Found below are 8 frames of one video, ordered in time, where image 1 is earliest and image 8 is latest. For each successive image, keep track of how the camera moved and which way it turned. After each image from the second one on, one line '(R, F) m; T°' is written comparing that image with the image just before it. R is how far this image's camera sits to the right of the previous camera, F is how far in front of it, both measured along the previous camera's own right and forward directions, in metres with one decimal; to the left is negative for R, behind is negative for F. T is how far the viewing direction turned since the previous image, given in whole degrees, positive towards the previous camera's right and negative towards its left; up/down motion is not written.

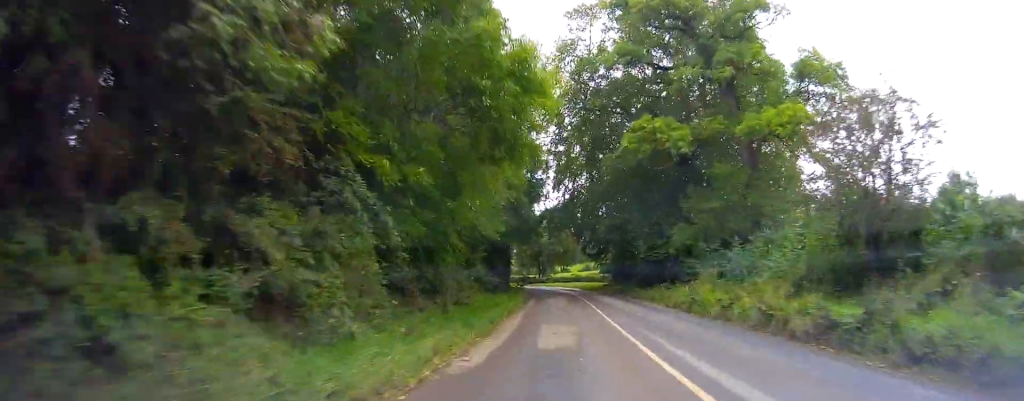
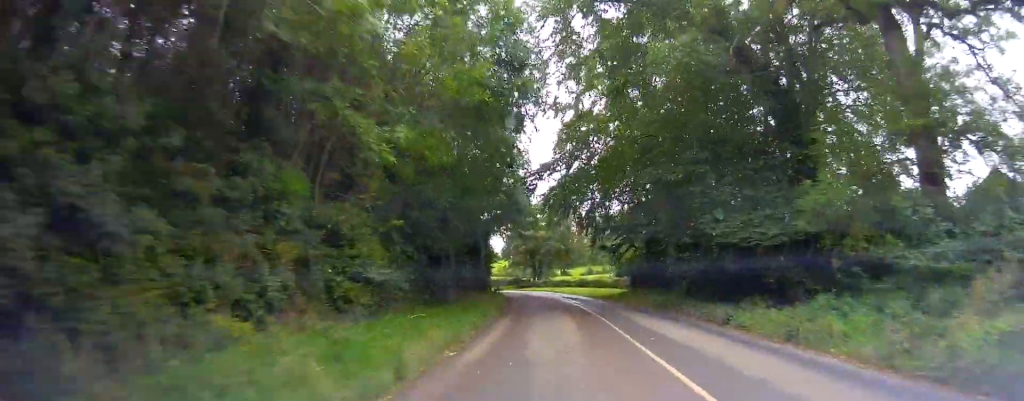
(-0.4, +16.0) m; -2°
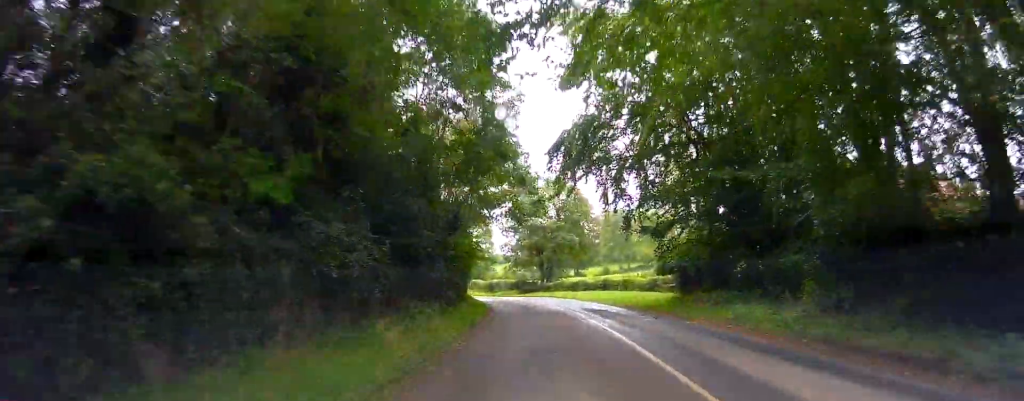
(-0.1, +13.8) m; -2°
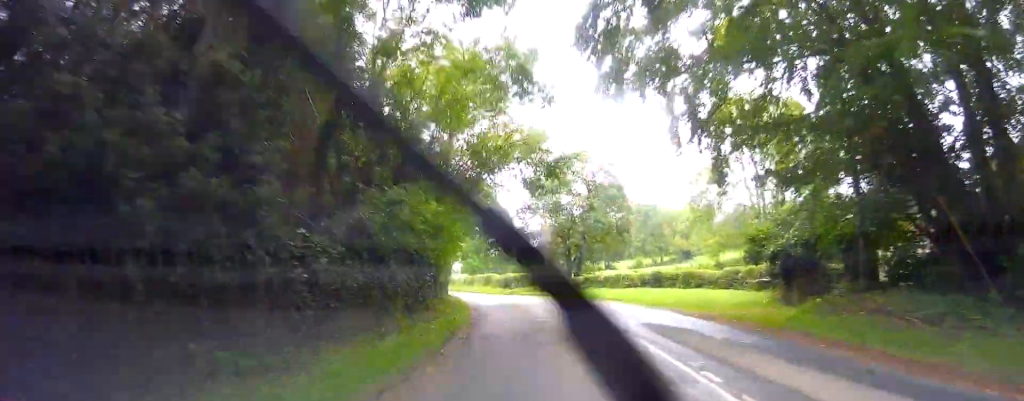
(-0.3, +11.1) m; -2°
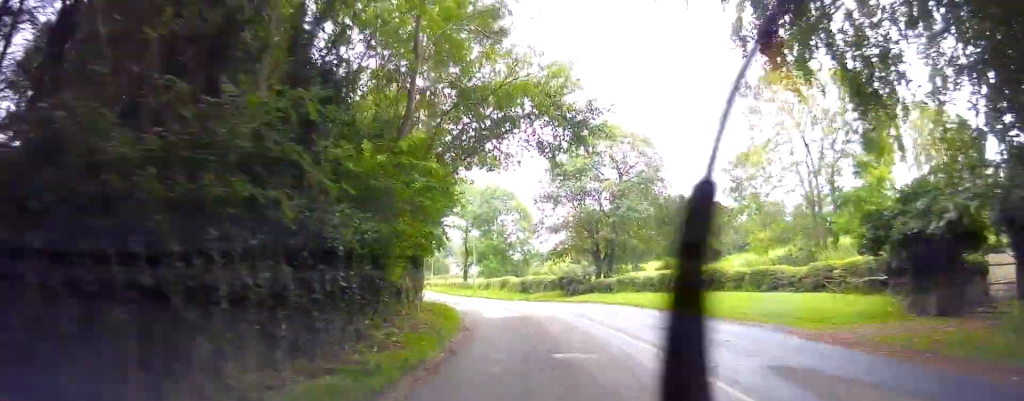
(-0.1, +6.6) m; -1°
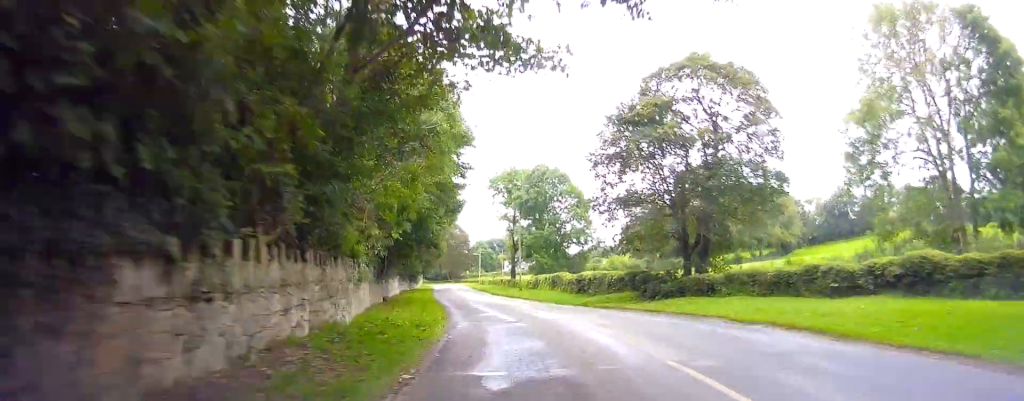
(0.0, +10.3) m; 0°
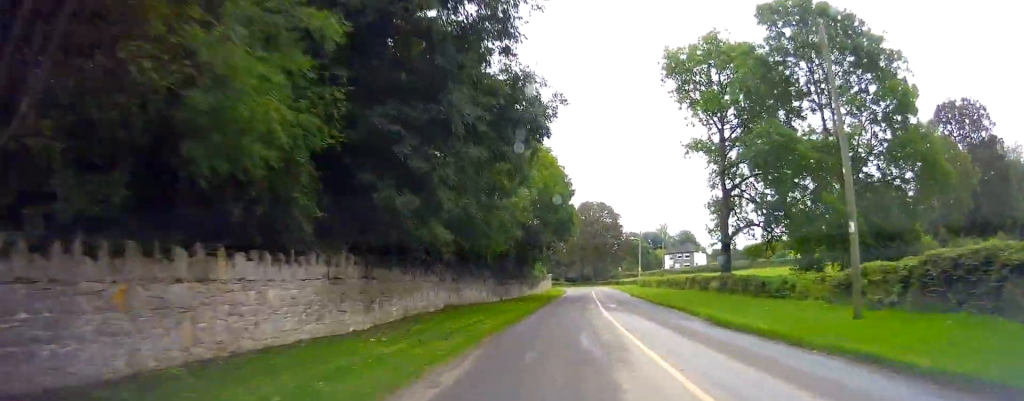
(-4.0, +37.2) m; -17°
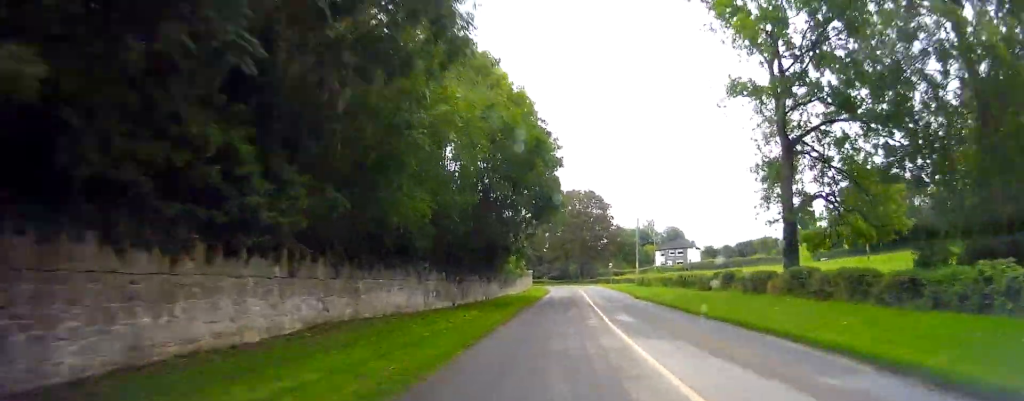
(-0.6, +10.9) m; -4°
